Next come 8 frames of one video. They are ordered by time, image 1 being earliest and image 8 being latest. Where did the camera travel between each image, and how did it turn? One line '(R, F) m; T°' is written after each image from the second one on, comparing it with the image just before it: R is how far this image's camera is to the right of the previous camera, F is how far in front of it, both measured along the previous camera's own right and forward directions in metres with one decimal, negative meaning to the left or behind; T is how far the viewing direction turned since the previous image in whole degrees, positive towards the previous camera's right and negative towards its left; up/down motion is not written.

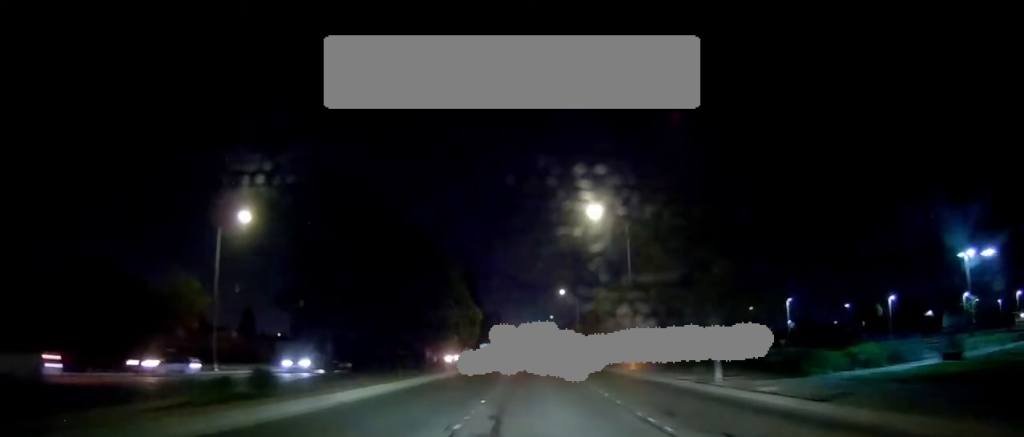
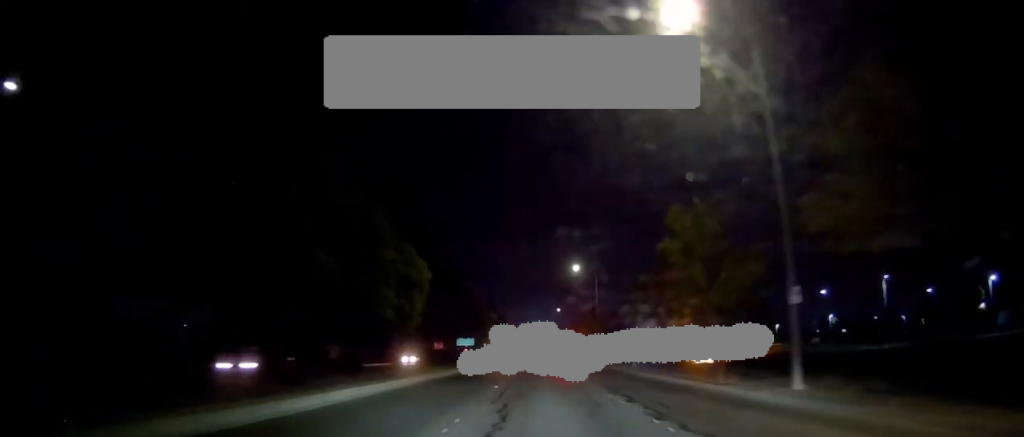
(+0.1, +23.4) m; 0°
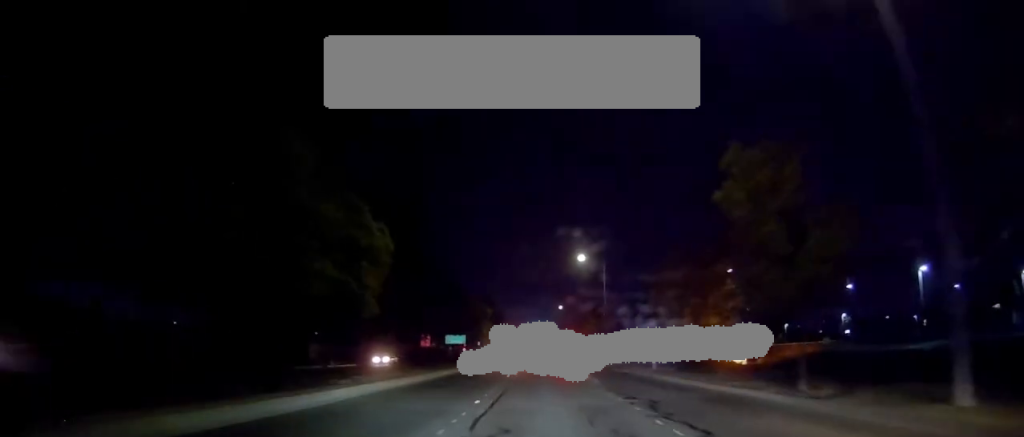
(0.0, +6.3) m; 0°
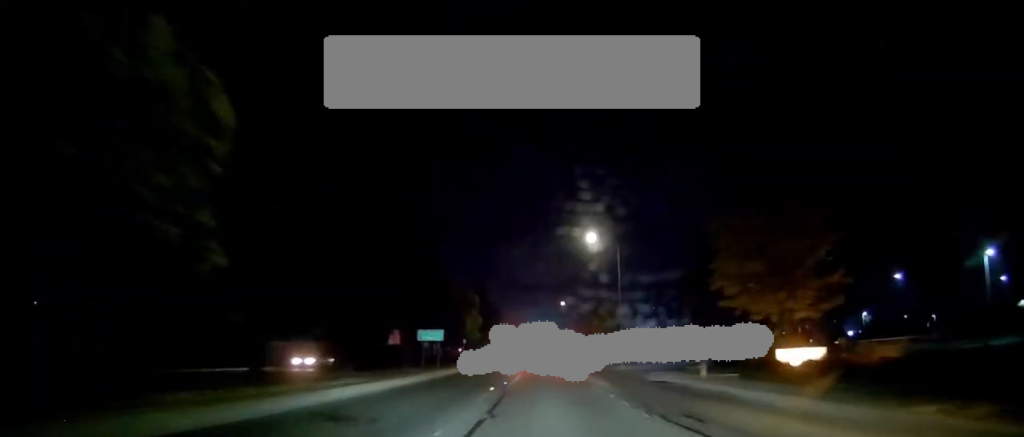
(0.0, +9.7) m; 0°
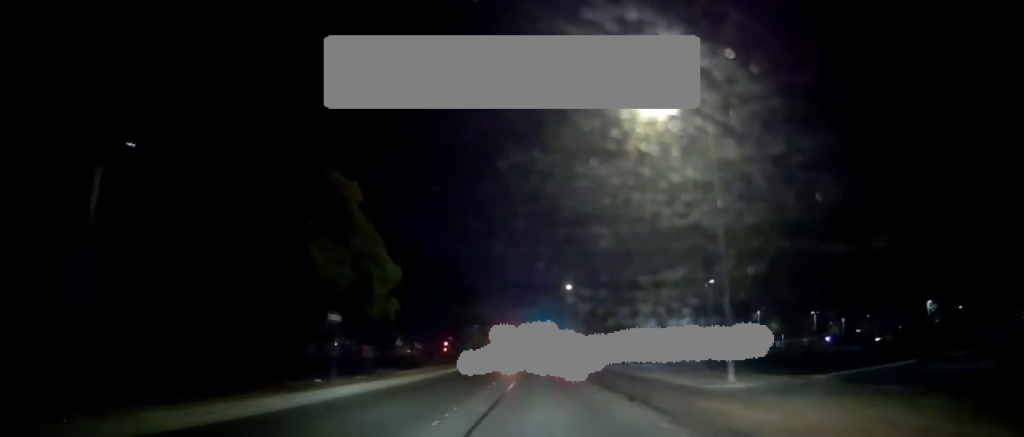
(-0.2, +25.7) m; -2°
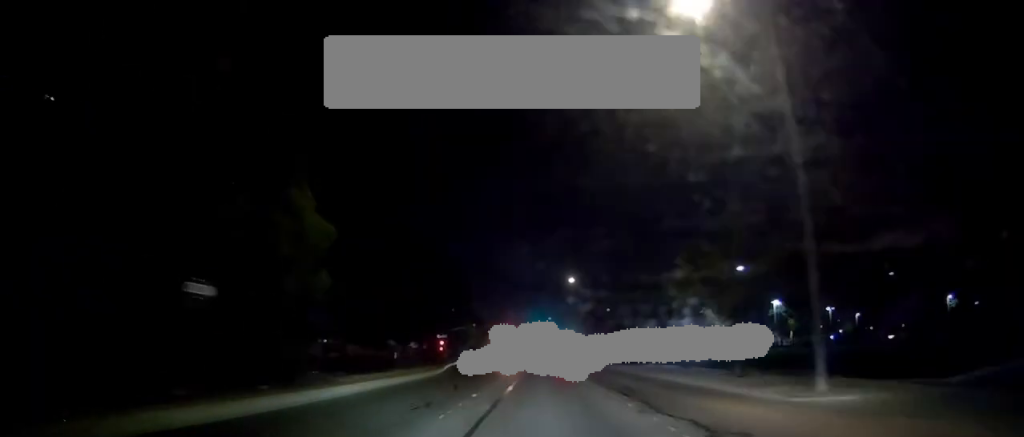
(-0.3, +6.5) m; 0°
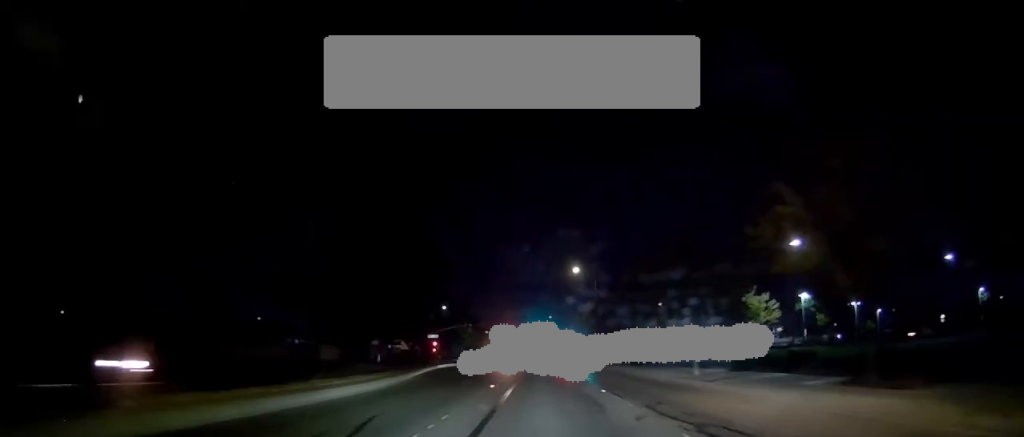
(0.0, +9.6) m; 0°
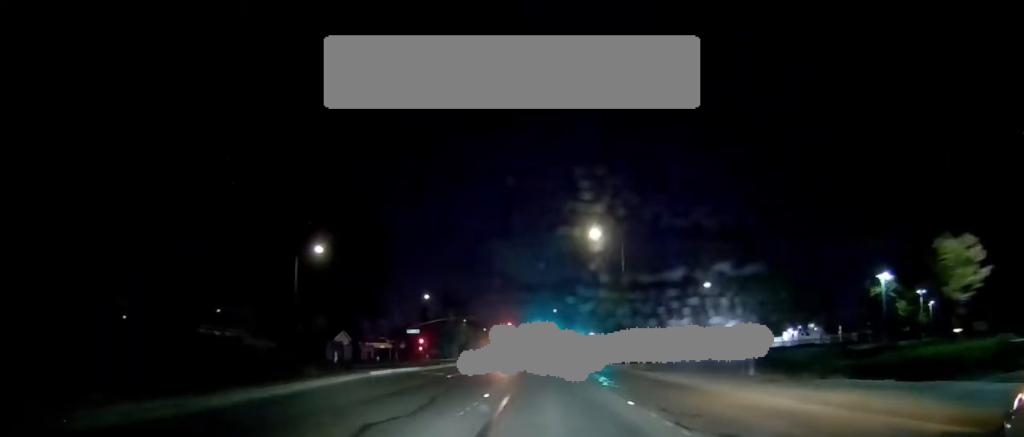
(+0.1, +19.0) m; 0°
